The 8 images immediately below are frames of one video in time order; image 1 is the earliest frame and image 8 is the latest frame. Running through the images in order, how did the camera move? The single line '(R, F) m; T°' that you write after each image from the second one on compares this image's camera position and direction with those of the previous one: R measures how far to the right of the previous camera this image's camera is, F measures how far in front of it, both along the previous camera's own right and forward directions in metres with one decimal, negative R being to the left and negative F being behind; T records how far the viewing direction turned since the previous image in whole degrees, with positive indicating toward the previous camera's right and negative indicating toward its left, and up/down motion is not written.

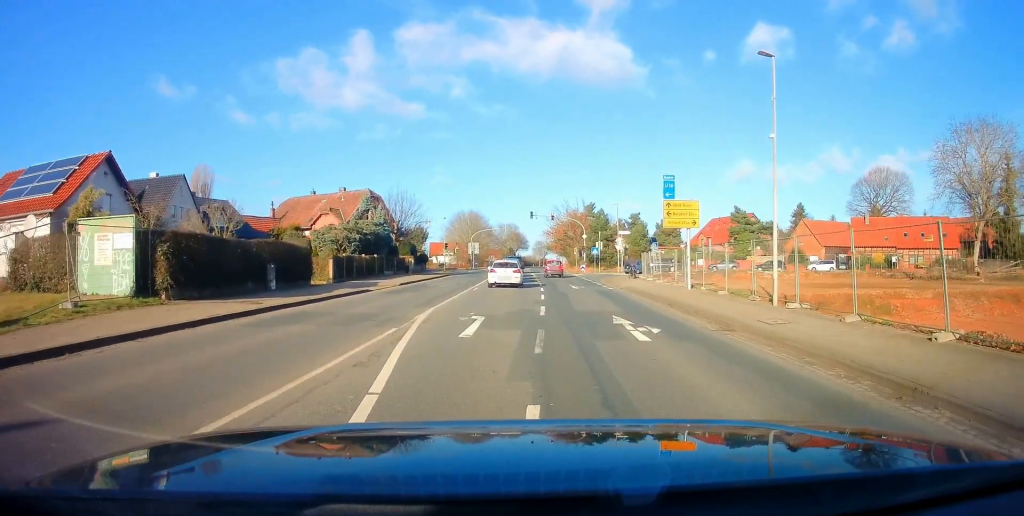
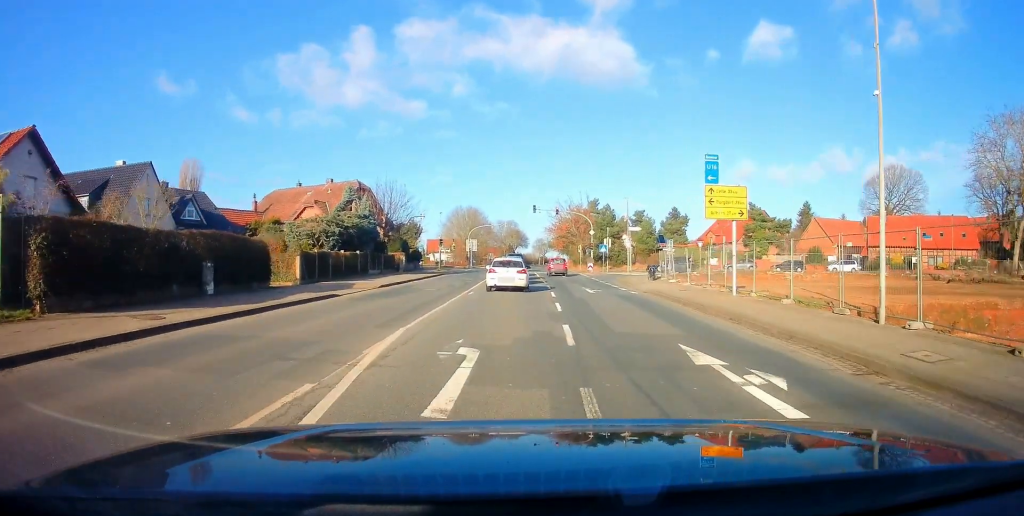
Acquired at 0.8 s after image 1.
(+0.2, +5.3) m; +2°
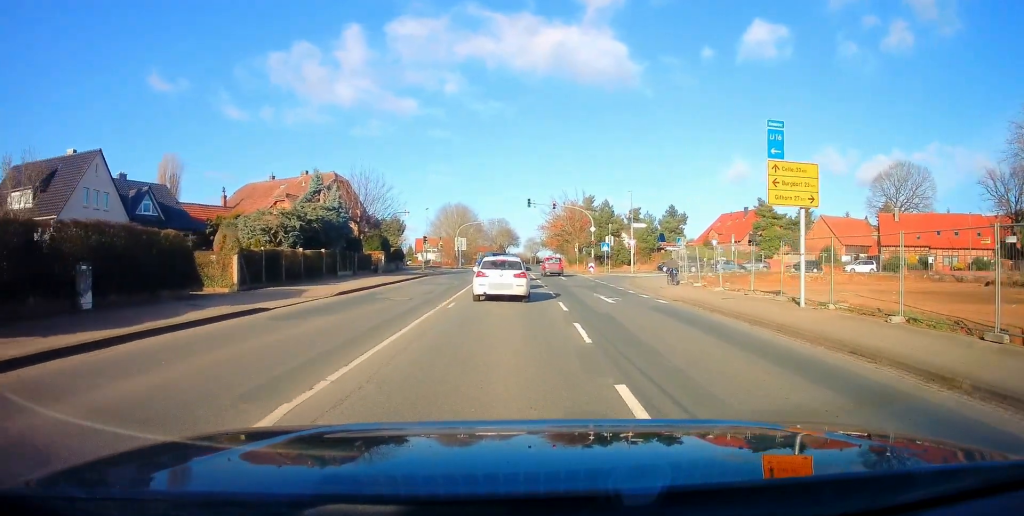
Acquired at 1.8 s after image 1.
(+0.1, +5.8) m; -2°
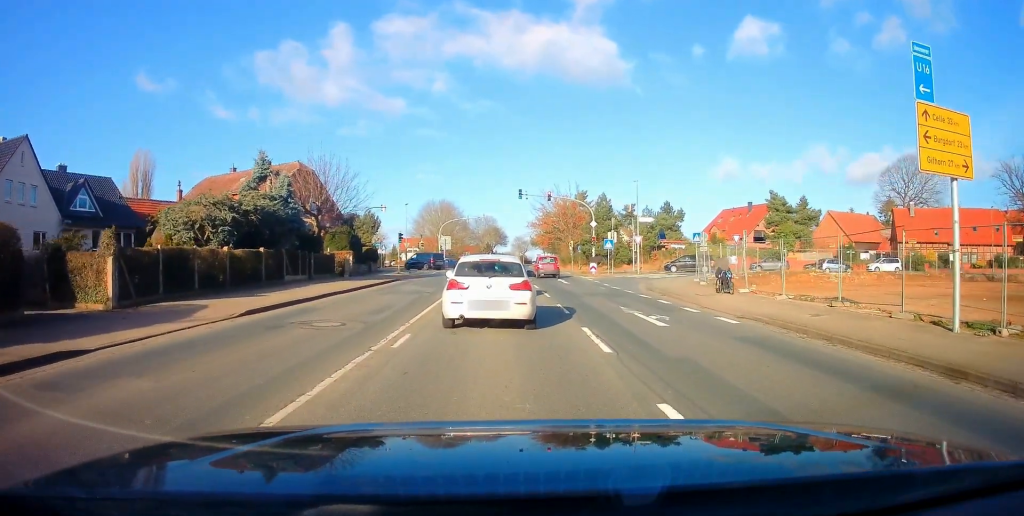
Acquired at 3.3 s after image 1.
(-0.3, +6.8) m; -1°
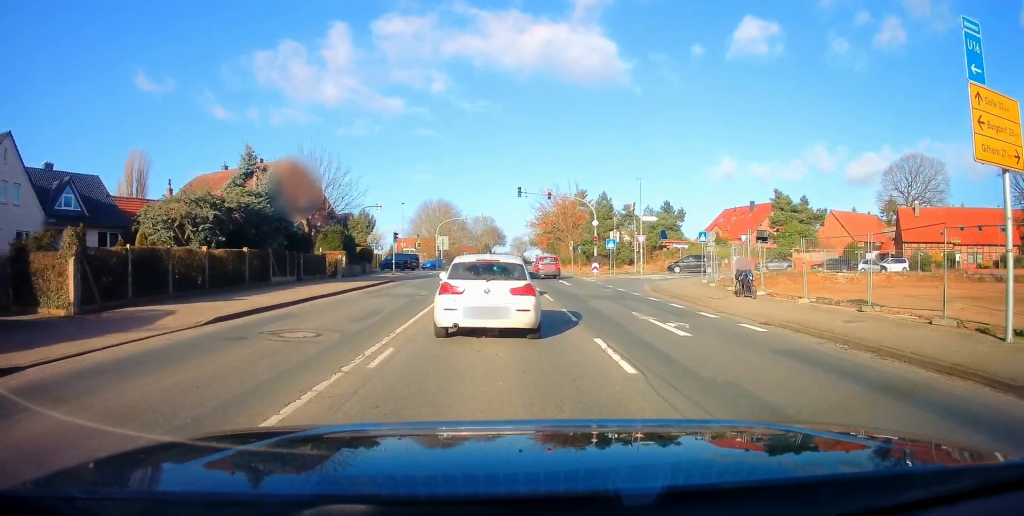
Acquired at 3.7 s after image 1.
(+0.1, +1.5) m; +2°
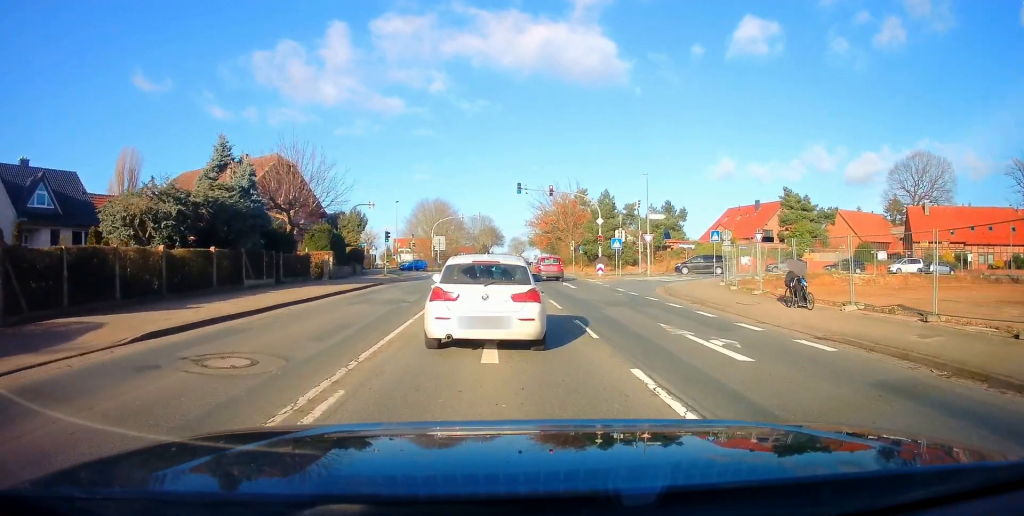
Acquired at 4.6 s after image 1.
(+0.1, +2.8) m; +2°
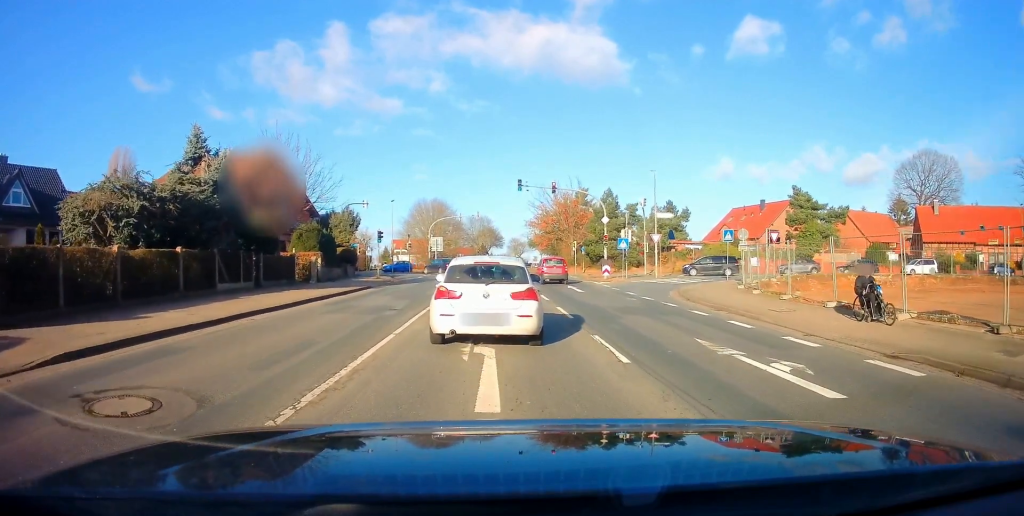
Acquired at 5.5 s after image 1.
(0.0, +2.5) m; 0°
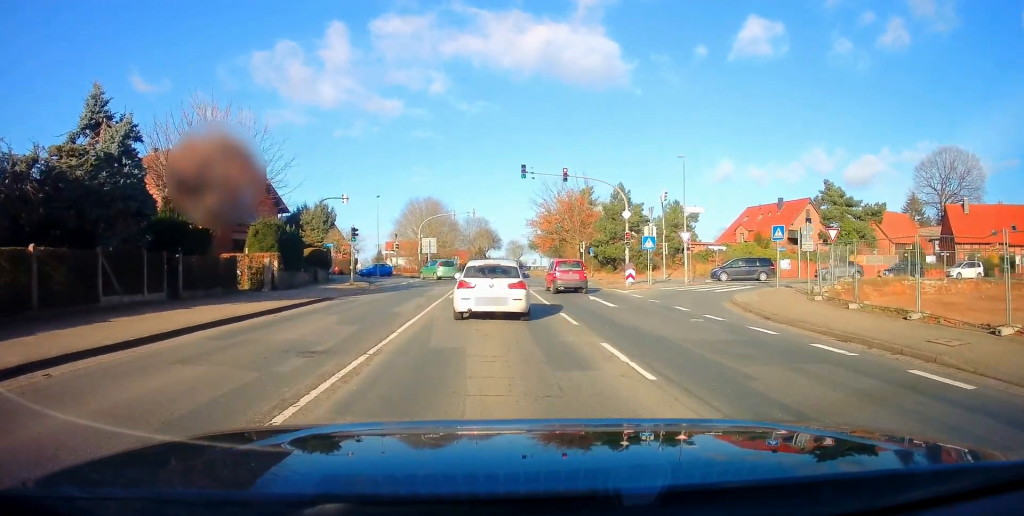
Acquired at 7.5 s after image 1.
(0.0, +6.9) m; 0°
